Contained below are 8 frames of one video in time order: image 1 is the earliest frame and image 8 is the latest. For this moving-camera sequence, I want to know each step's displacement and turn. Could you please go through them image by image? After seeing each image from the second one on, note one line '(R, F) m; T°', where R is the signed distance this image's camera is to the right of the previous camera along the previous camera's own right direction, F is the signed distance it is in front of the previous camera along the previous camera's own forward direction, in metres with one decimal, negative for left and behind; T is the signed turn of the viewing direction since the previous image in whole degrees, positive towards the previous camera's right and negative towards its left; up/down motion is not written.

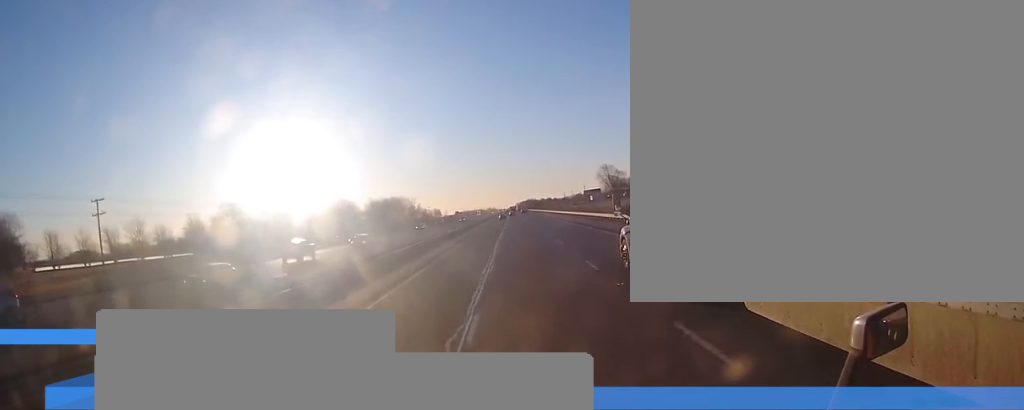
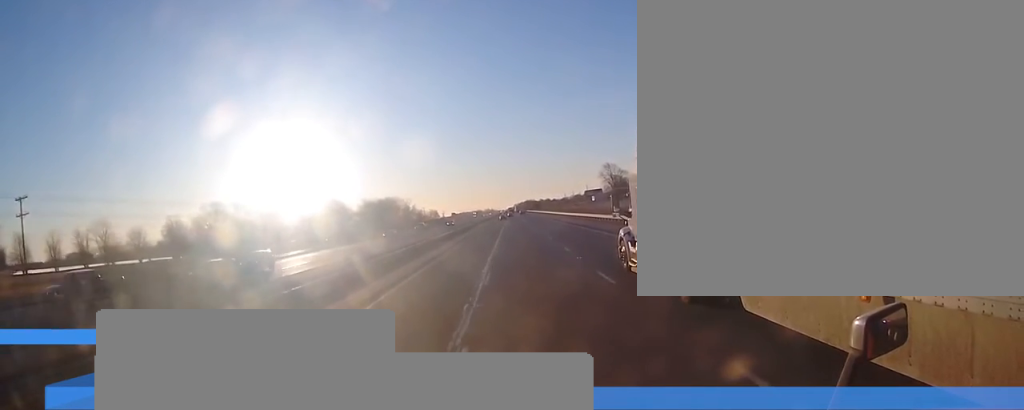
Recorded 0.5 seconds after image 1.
(0.0, +14.9) m; 0°
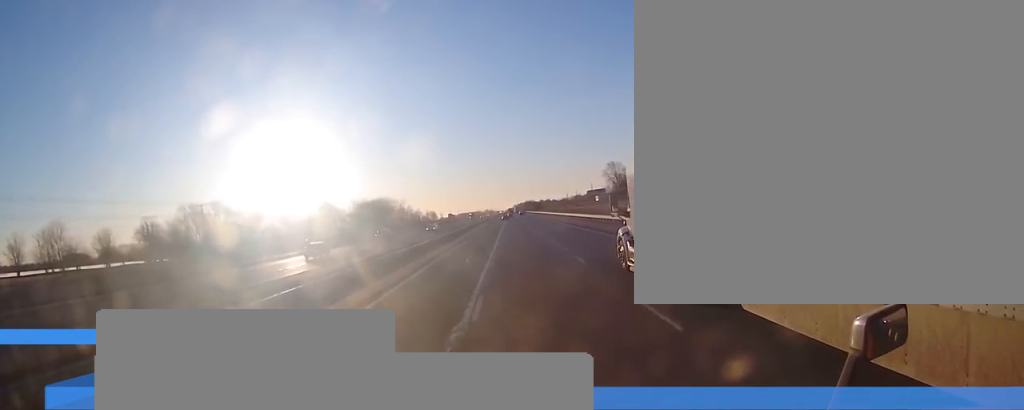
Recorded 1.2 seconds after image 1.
(-0.2, +18.7) m; 0°
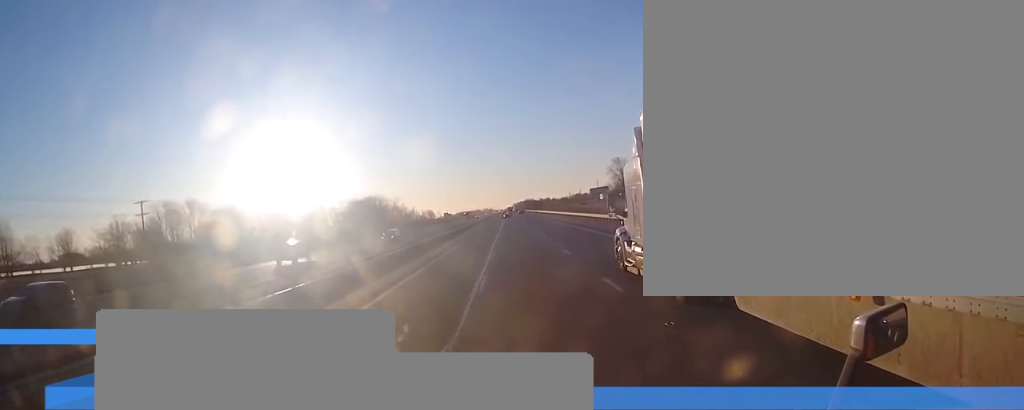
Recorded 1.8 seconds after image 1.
(+0.1, +19.1) m; +1°
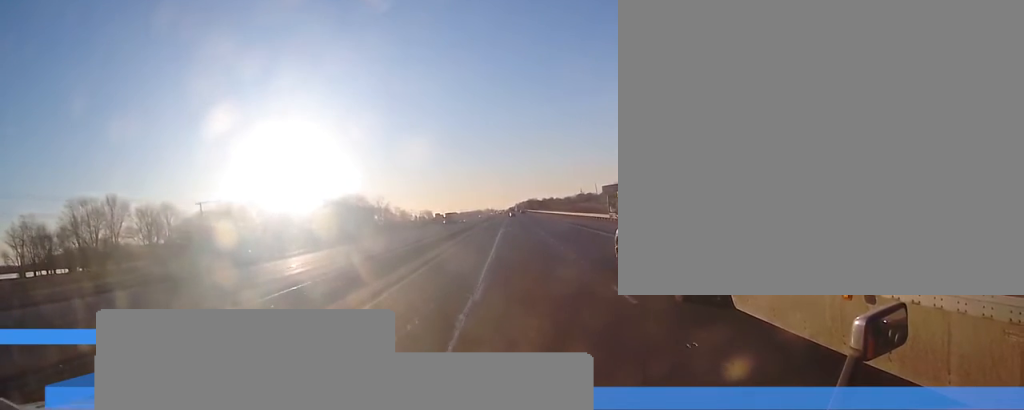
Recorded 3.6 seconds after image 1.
(+0.6, +49.6) m; 0°
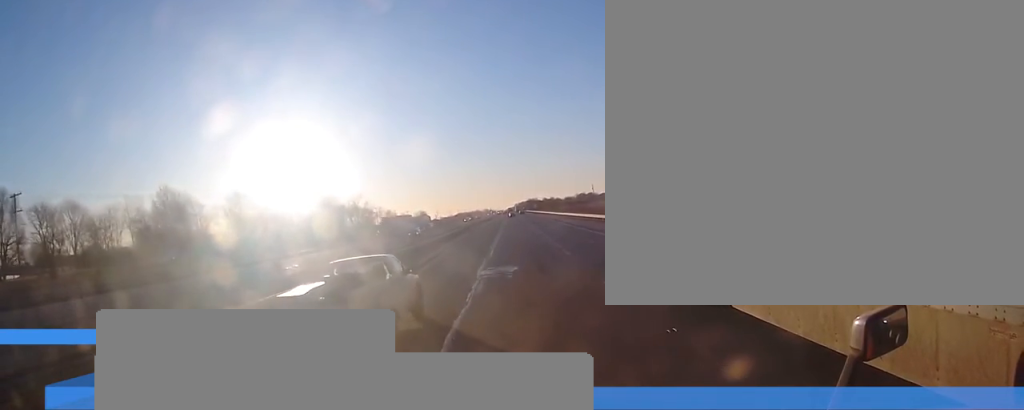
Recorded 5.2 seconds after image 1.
(-0.4, +46.6) m; -1°
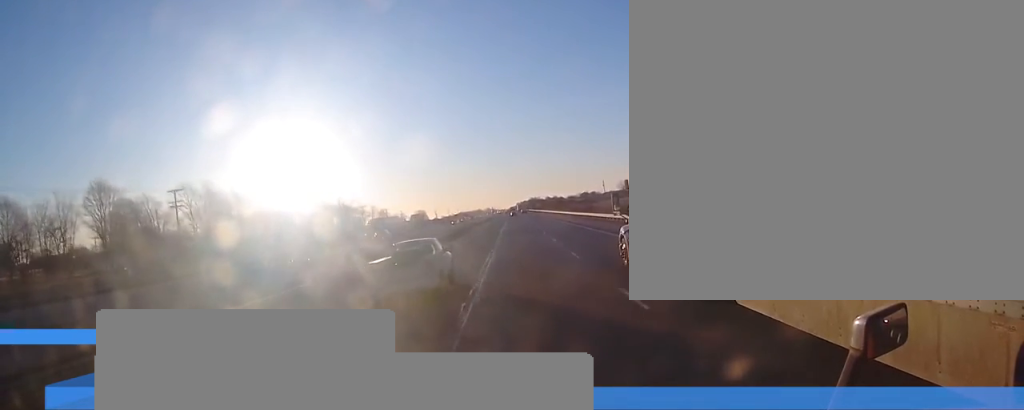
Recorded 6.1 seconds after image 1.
(0.0, +26.4) m; 0°
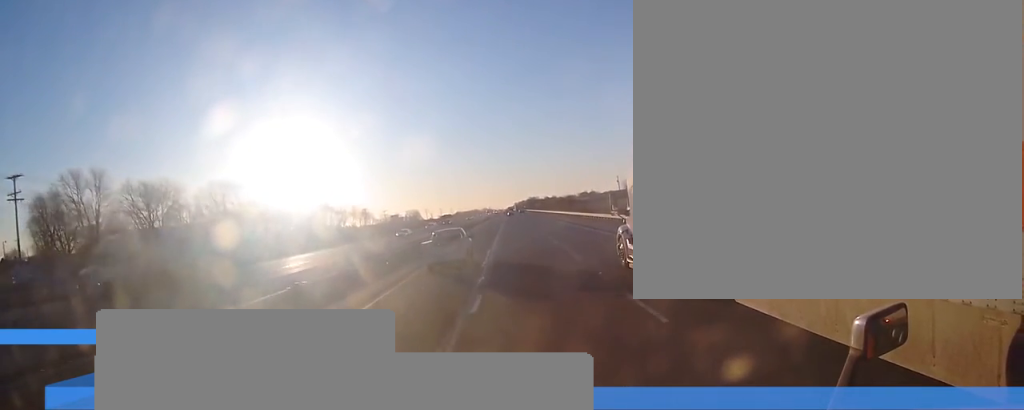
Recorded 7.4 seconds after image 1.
(0.0, +37.2) m; -1°
